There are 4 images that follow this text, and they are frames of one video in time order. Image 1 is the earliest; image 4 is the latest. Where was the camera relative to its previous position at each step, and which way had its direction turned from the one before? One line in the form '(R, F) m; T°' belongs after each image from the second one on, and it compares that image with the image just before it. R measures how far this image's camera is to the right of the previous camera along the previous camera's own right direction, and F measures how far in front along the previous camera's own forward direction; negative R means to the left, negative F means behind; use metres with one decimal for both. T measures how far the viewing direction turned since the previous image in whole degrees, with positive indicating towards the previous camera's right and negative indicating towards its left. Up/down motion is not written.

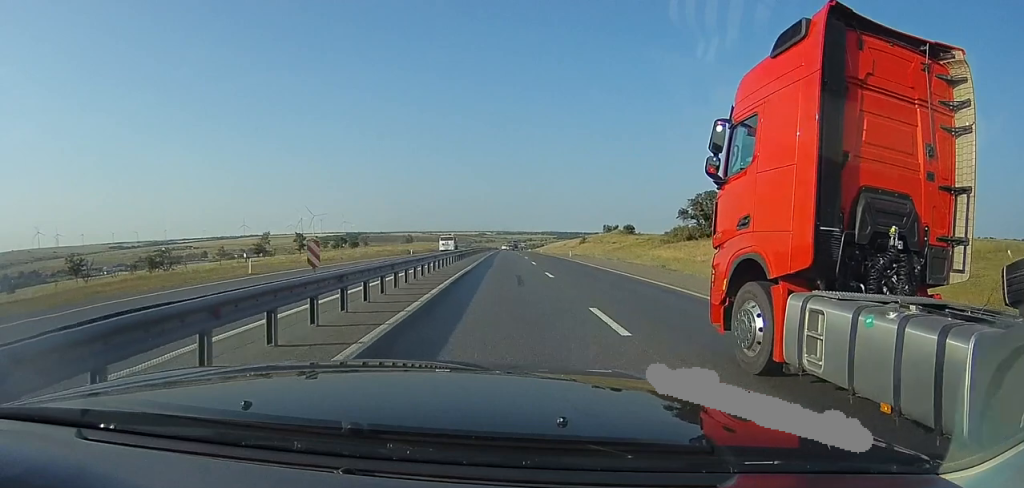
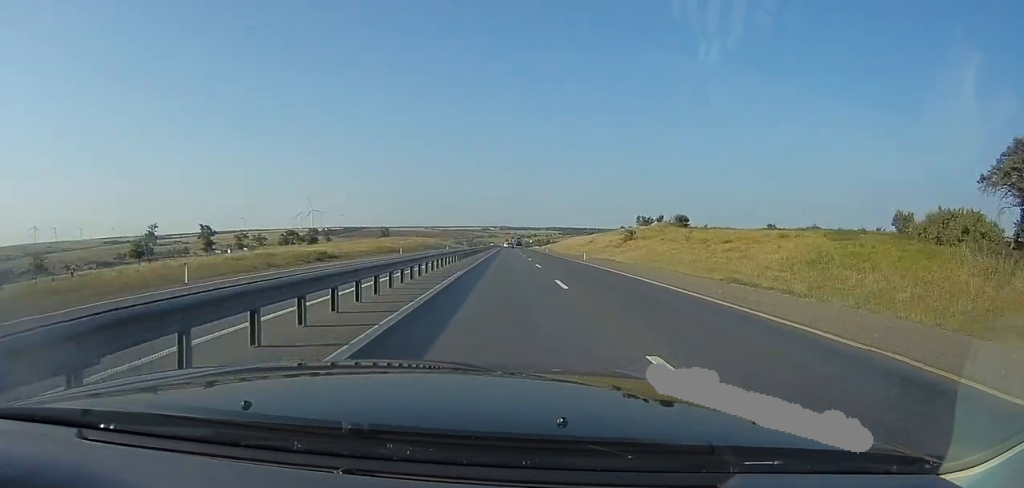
(0.0, +51.2) m; 0°
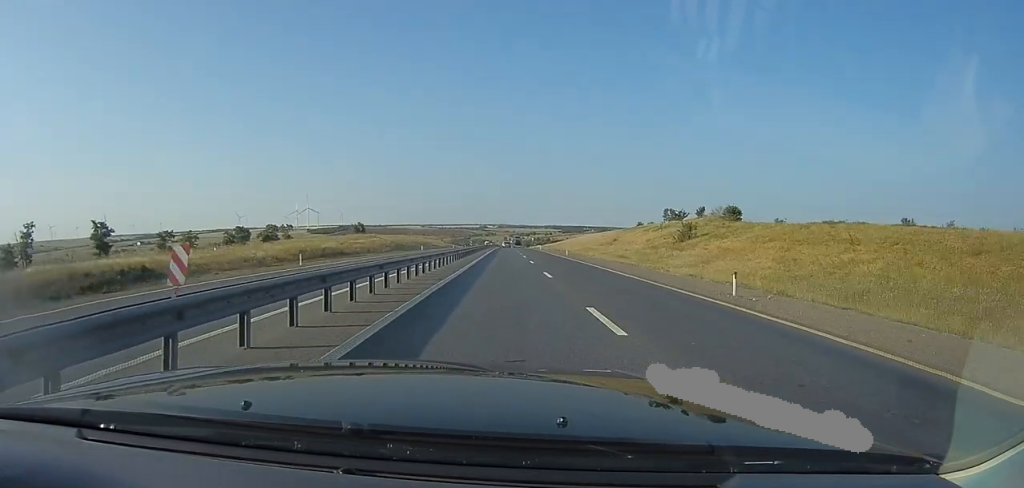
(0.0, +31.5) m; 0°
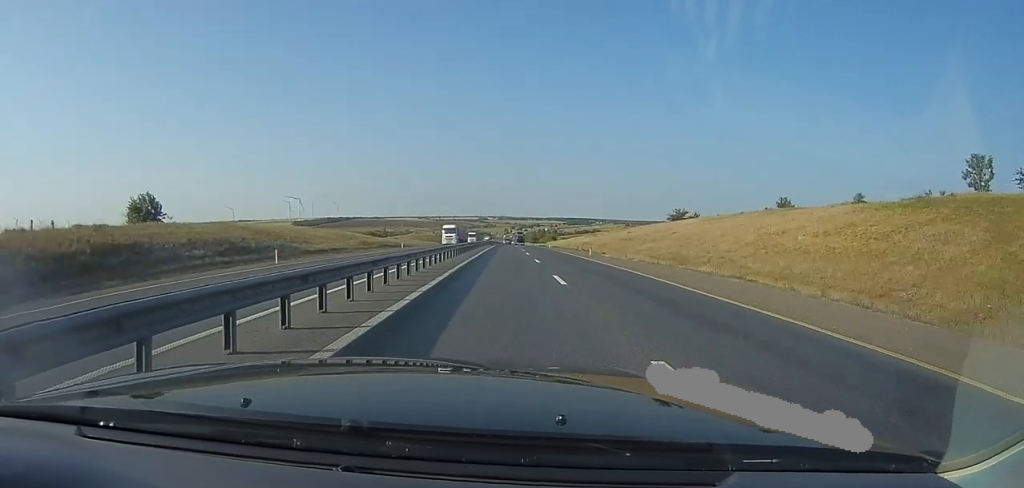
(0.0, +100.4) m; +1°
